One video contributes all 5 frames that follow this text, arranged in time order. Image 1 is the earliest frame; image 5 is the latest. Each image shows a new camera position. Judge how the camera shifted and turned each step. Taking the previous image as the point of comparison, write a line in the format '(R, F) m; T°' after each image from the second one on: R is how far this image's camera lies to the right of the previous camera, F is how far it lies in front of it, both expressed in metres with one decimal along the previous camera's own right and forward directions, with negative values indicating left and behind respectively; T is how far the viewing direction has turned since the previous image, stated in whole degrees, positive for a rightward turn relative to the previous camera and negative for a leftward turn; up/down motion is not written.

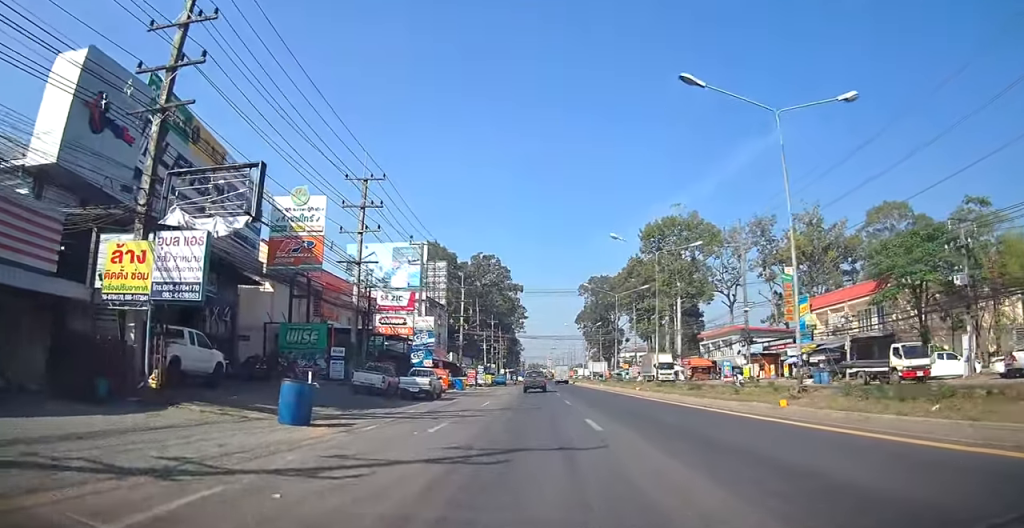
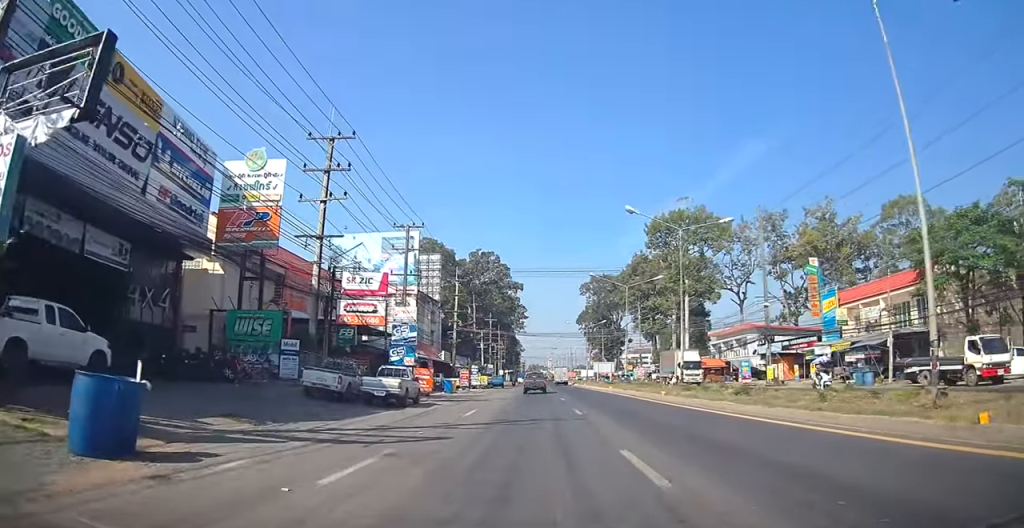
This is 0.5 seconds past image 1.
(0.0, +6.3) m; 0°
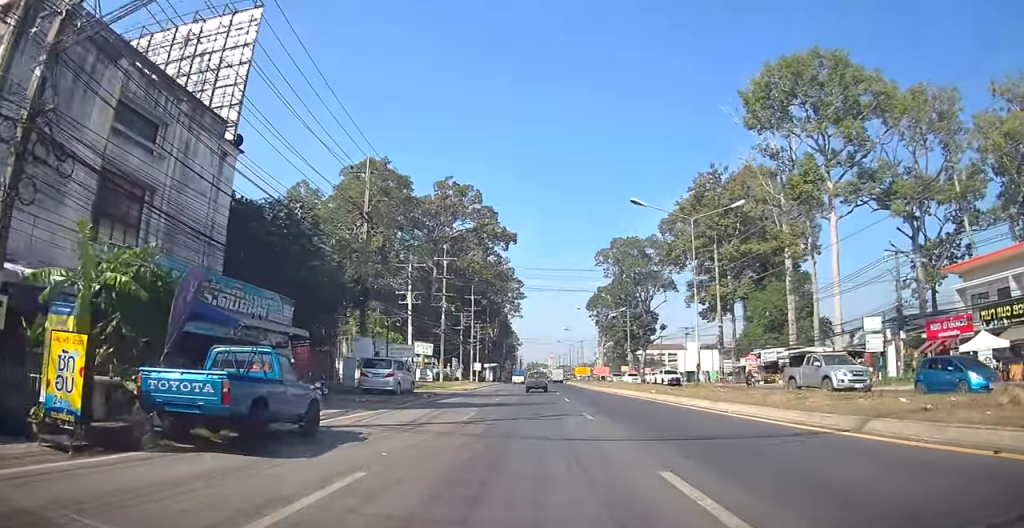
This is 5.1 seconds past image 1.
(-0.2, +62.7) m; 0°
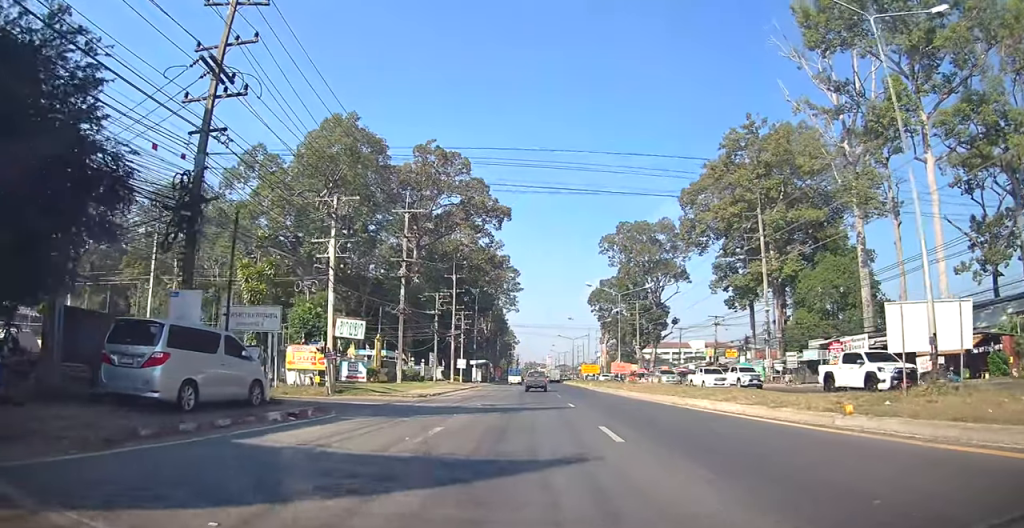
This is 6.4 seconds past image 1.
(+0.1, +18.1) m; 0°
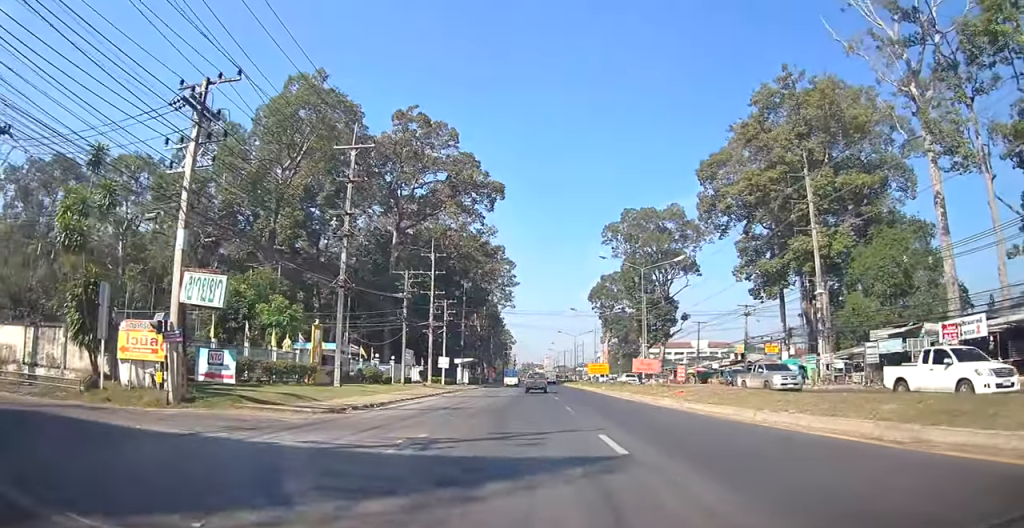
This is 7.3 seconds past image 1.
(0.0, +13.1) m; -1°
